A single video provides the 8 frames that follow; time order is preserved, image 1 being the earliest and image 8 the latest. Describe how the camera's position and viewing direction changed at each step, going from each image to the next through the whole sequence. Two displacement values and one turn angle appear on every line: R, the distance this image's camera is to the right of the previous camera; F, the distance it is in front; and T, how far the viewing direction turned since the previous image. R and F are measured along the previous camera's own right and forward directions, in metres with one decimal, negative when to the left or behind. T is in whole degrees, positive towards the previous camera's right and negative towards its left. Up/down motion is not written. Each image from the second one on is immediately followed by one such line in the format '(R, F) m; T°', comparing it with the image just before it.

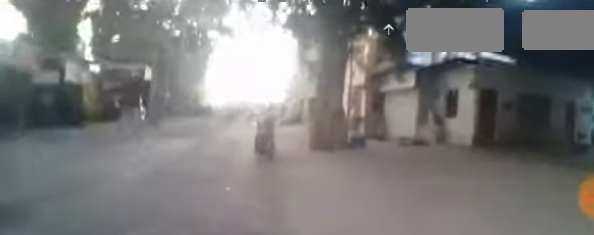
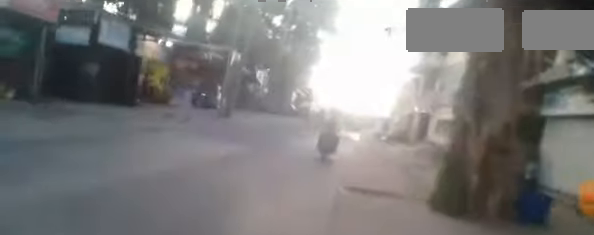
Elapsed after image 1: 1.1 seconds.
(-0.6, +5.6) m; -12°
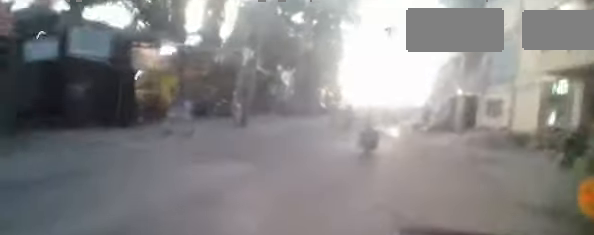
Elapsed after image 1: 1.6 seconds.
(-0.2, +3.0) m; -5°
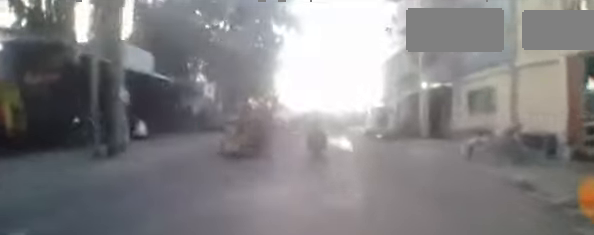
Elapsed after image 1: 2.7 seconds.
(-0.4, +6.2) m; -2°
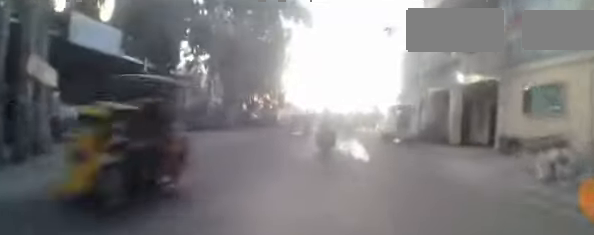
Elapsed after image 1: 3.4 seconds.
(0.0, +3.7) m; +3°
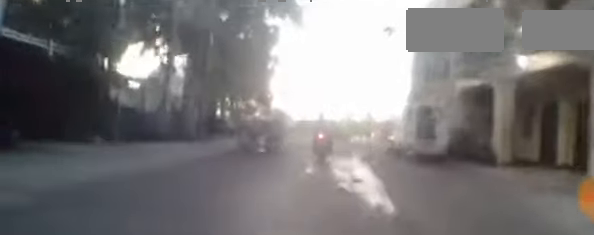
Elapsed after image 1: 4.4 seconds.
(+0.4, +5.4) m; -3°
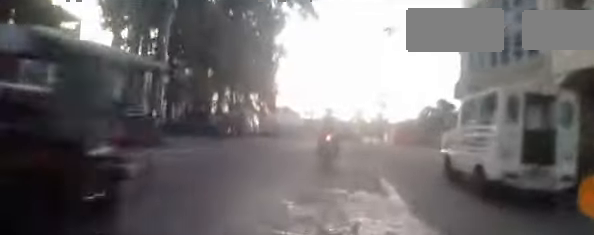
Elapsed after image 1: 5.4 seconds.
(-0.7, +6.1) m; -1°
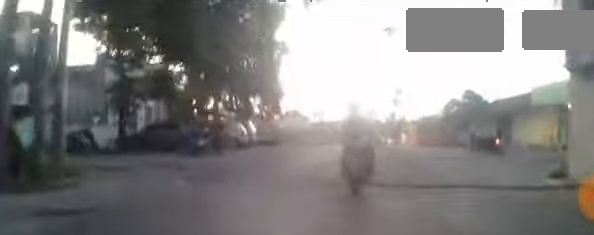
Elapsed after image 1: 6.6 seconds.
(+0.6, +5.9) m; +3°
